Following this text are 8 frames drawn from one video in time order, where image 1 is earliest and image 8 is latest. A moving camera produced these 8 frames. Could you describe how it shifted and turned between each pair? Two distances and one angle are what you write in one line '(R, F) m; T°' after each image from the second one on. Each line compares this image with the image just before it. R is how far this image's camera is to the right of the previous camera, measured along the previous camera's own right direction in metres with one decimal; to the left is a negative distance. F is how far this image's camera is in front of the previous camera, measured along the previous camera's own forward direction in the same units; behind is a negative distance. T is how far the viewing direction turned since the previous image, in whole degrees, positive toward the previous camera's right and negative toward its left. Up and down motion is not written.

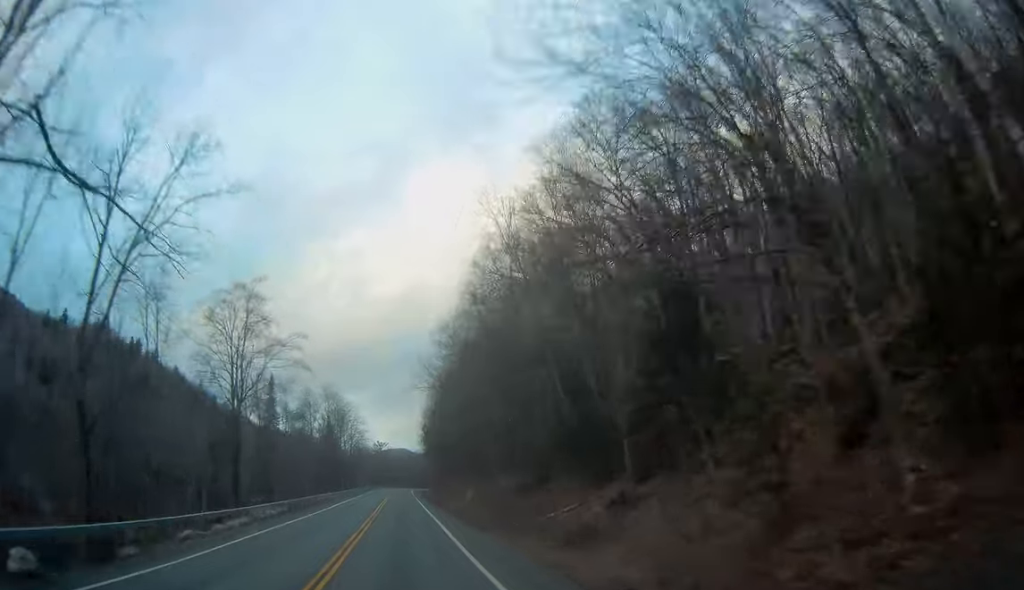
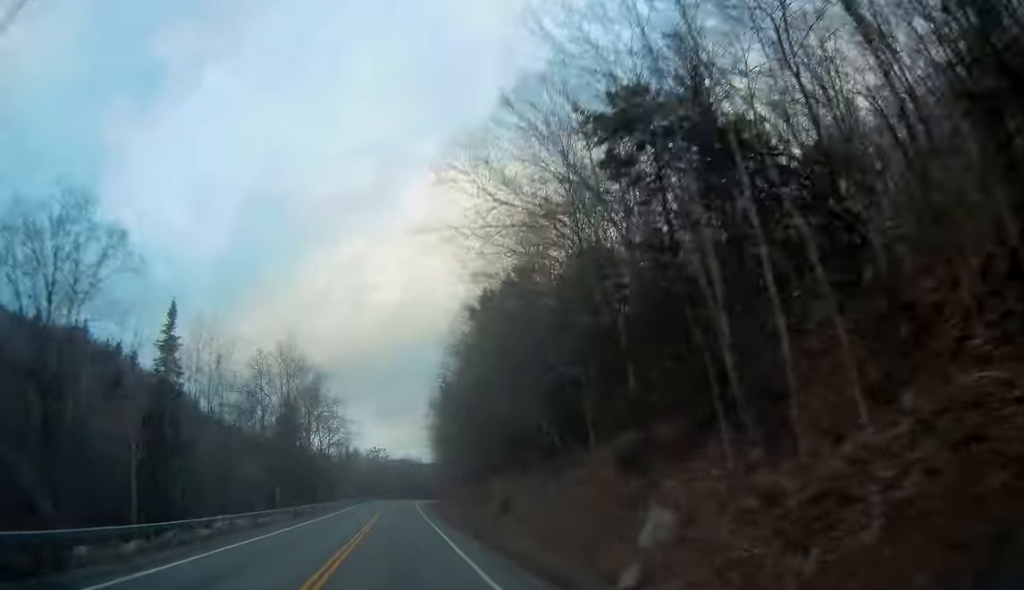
(+0.7, +37.8) m; 0°
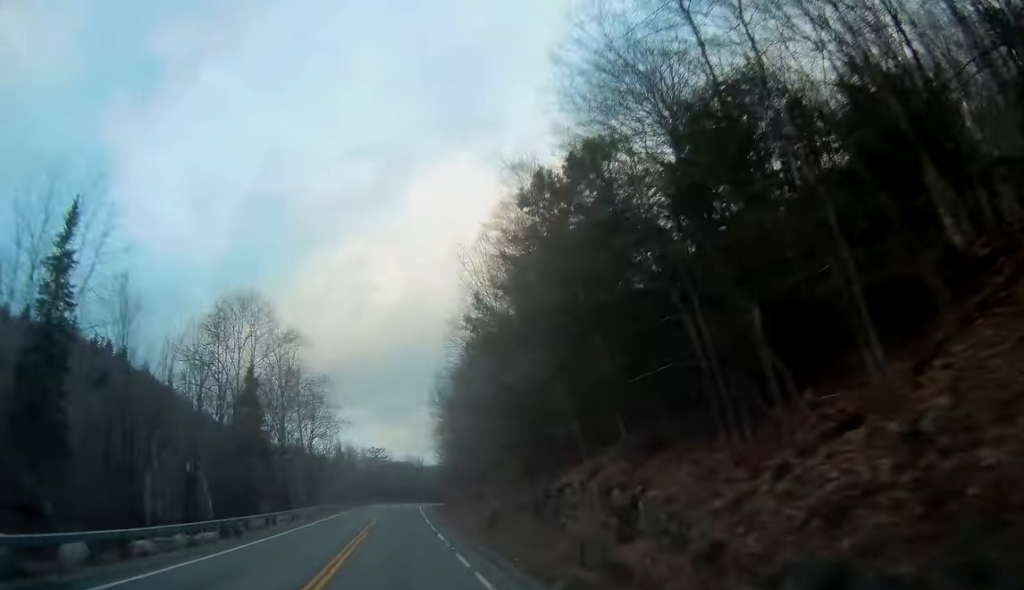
(0.0, +17.6) m; -1°
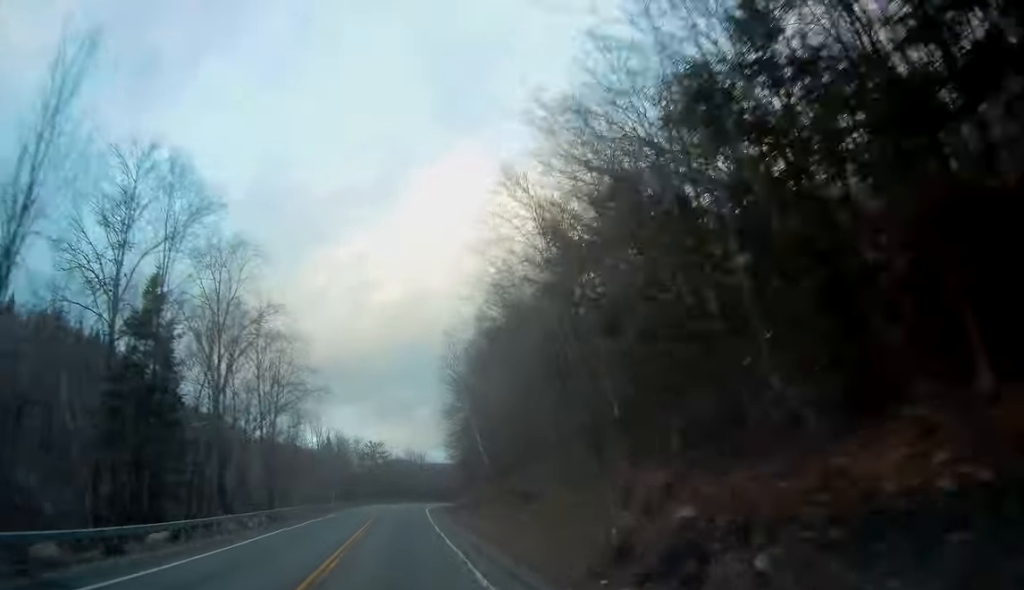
(-0.4, +21.9) m; -1°
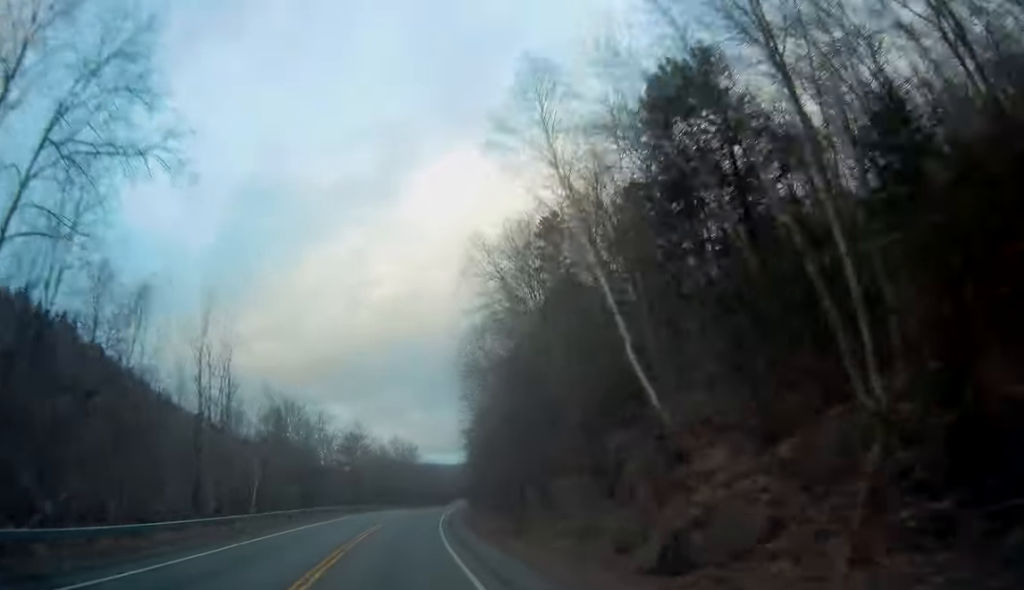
(+0.4, +39.7) m; +1°
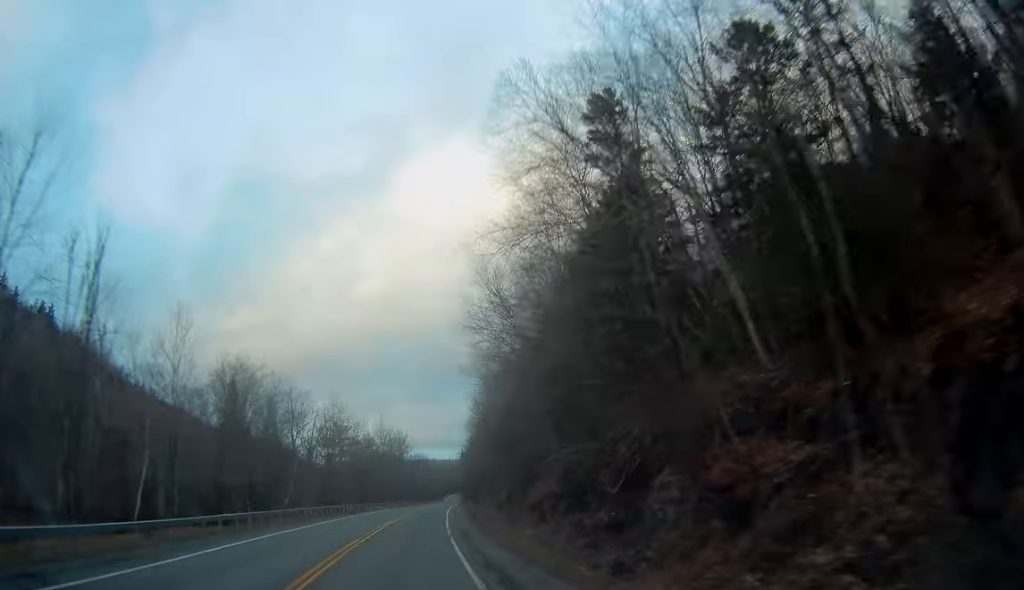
(+0.1, +18.0) m; +1°
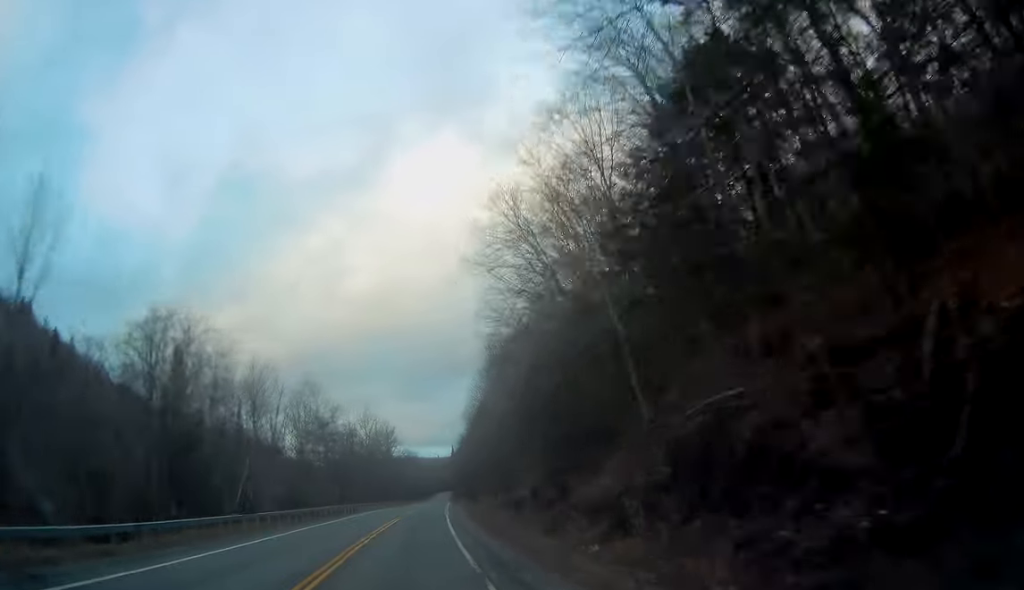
(0.0, +13.8) m; +1°
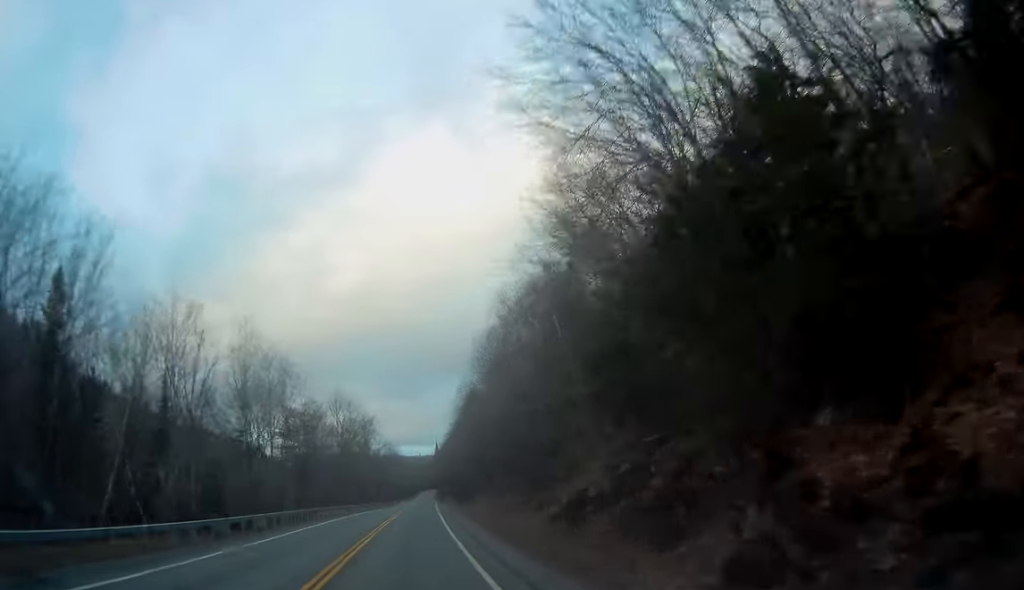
(+0.3, +18.1) m; +1°
